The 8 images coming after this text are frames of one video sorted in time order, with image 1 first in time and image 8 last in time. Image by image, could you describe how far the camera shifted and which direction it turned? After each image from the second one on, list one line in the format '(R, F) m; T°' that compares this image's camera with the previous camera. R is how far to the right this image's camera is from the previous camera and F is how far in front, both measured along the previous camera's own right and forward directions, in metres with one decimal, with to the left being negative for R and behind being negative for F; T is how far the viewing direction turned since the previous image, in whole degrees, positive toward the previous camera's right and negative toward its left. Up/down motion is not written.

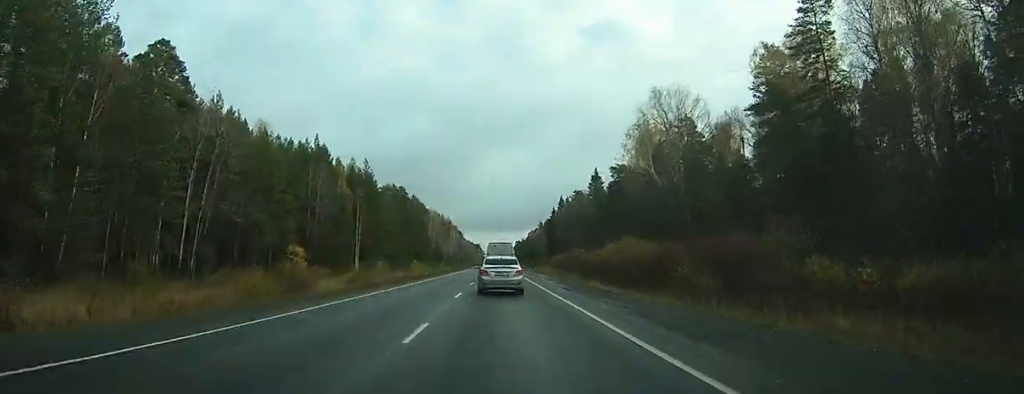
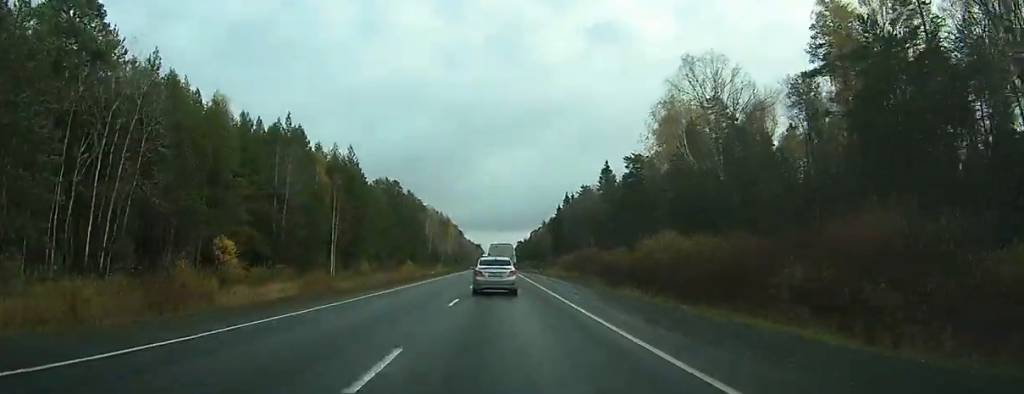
(0.0, +15.8) m; 0°
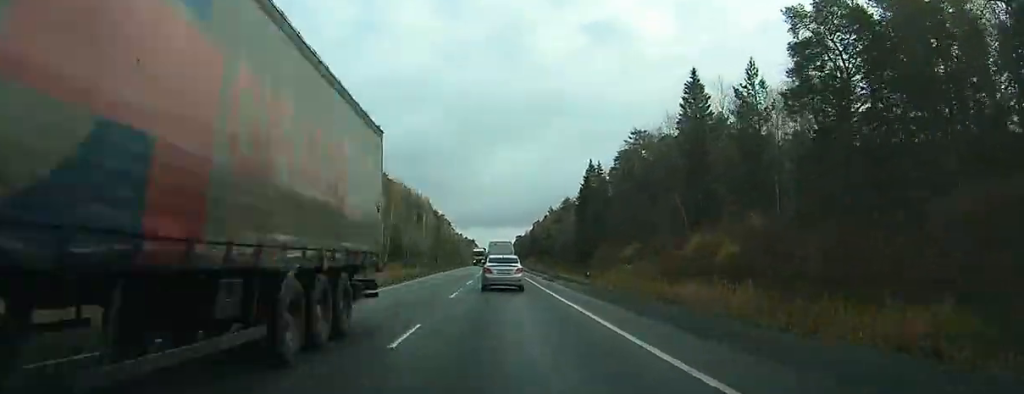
(-0.4, +78.7) m; 0°
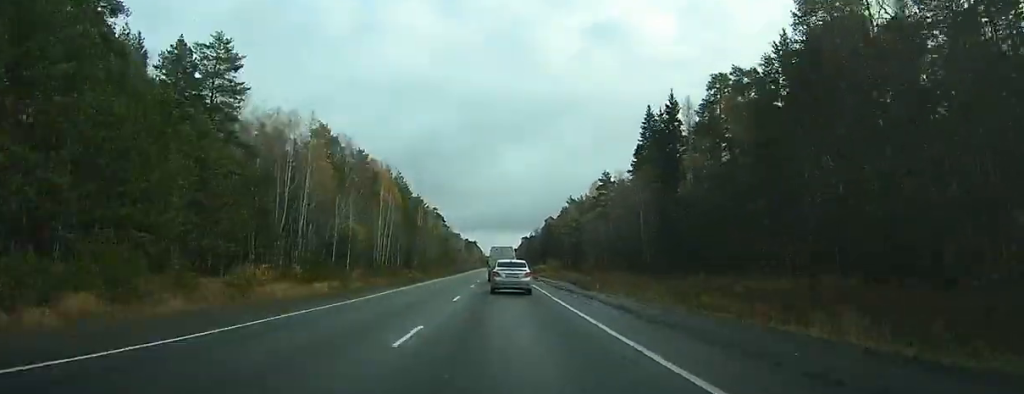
(+0.2, +68.4) m; 0°
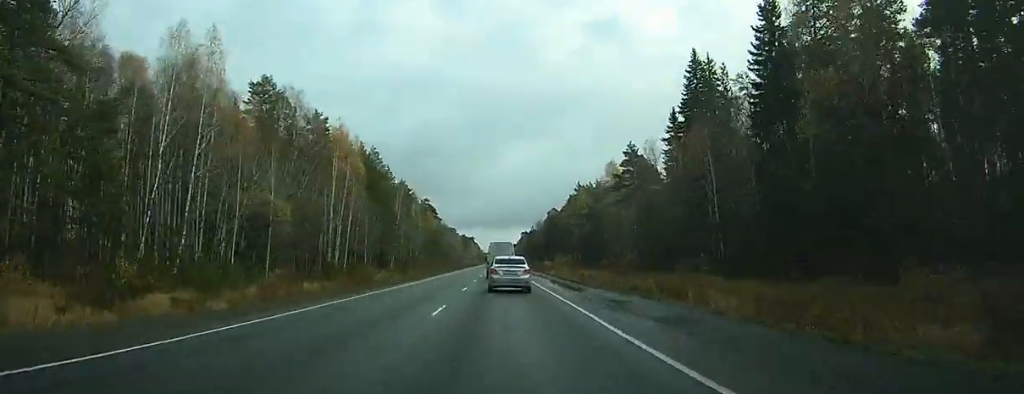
(0.0, +31.5) m; 0°
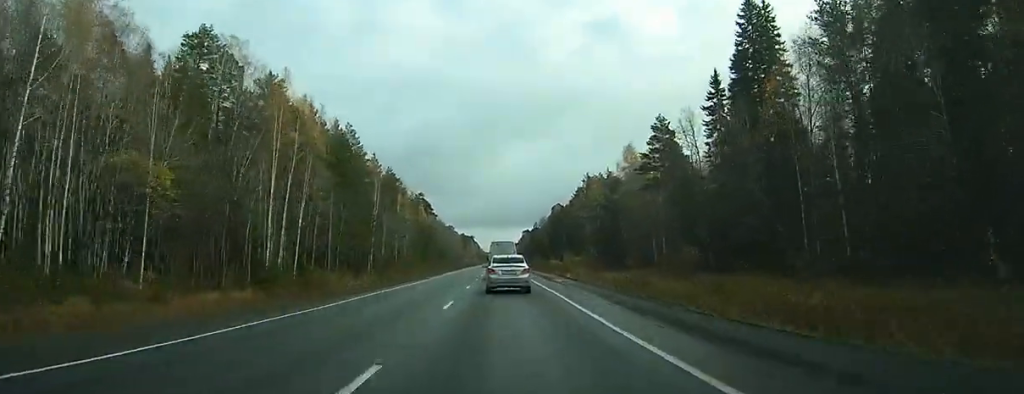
(0.0, +22.2) m; 0°
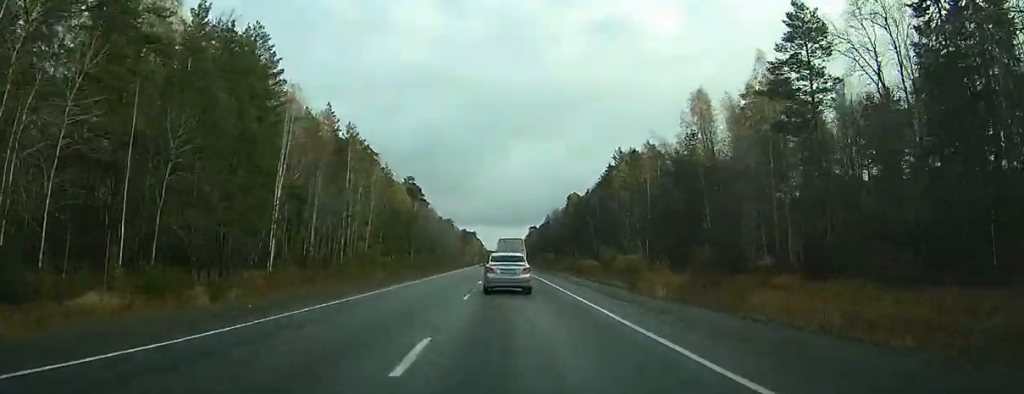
(0.0, +45.3) m; 0°
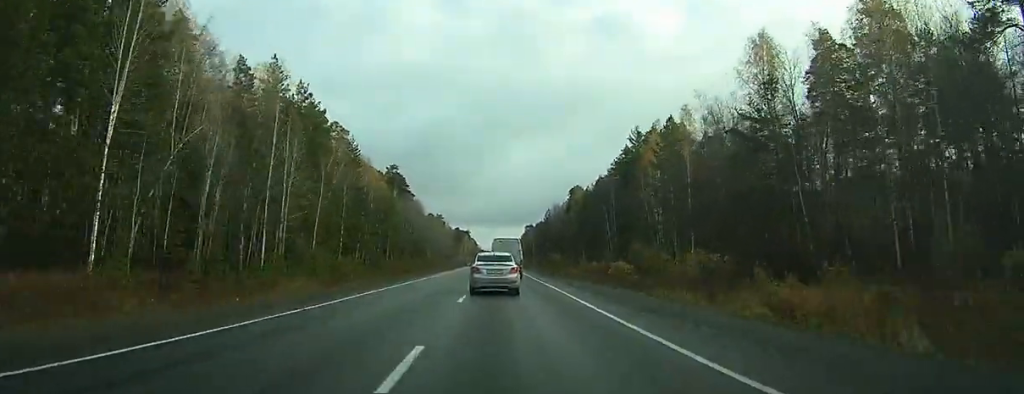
(0.0, +24.2) m; 0°
